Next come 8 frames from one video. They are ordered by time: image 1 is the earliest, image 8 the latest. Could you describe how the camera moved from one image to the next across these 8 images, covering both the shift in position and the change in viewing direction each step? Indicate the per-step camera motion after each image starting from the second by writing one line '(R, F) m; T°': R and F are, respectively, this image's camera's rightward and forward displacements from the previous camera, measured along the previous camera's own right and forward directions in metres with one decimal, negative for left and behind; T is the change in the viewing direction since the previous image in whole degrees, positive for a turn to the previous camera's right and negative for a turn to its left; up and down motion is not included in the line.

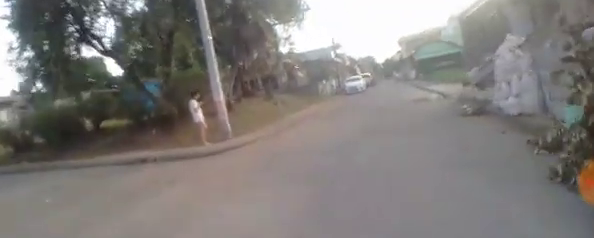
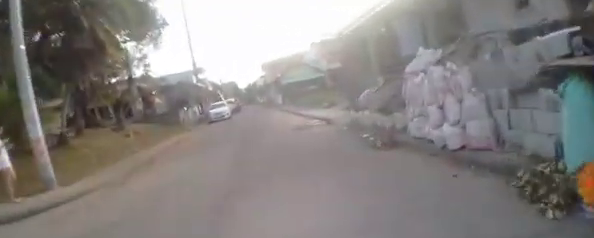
(+0.1, +2.6) m; +5°
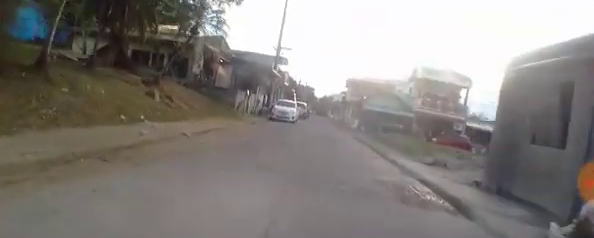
(+0.2, +6.6) m; -1°
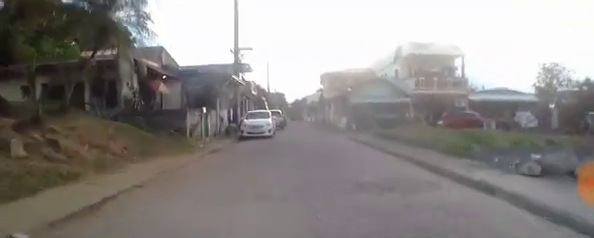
(-0.2, +6.4) m; +4°
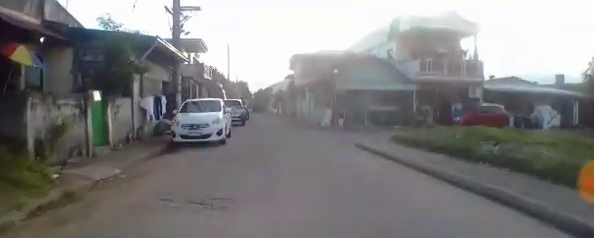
(+1.0, +8.2) m; +10°
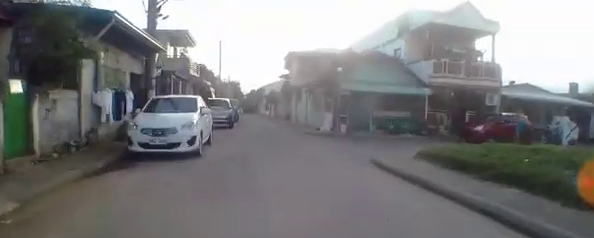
(+0.1, +2.8) m; +2°
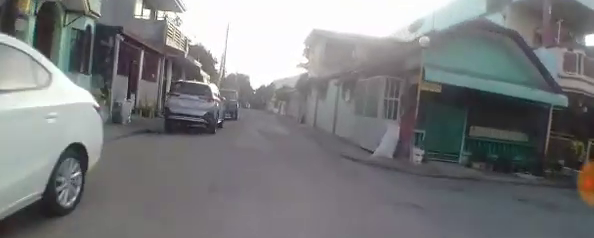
(+0.1, +7.7) m; +1°
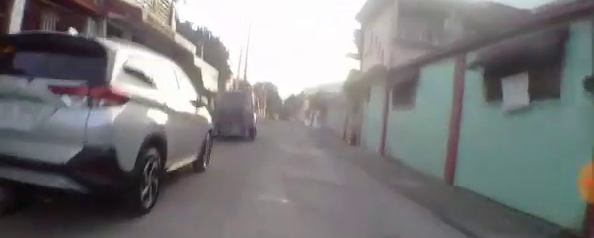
(-0.3, +7.7) m; -7°
